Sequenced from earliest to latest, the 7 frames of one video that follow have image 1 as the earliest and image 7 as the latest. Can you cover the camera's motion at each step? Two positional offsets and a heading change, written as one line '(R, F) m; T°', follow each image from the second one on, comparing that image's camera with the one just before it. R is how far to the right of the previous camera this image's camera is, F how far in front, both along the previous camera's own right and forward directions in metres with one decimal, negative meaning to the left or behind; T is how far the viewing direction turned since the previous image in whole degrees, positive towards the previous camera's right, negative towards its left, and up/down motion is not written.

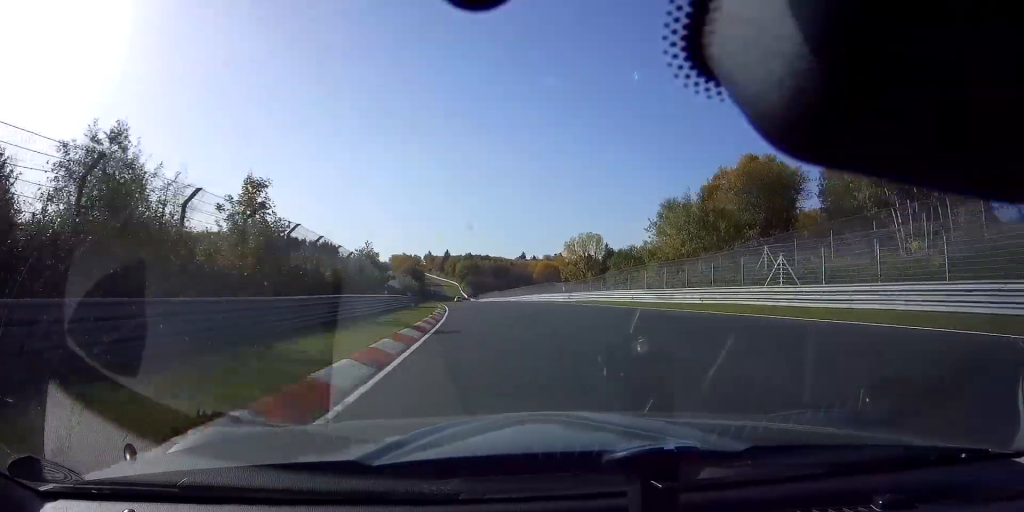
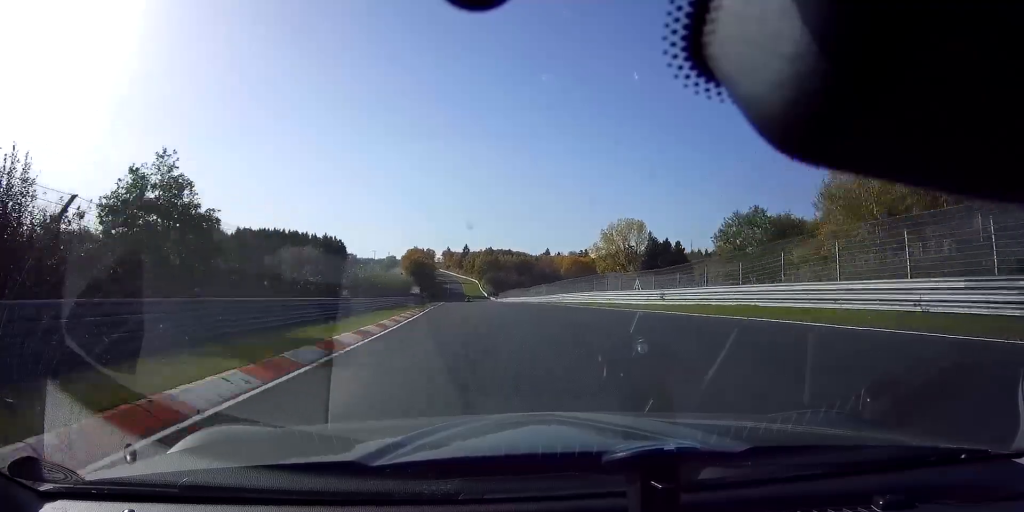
(-0.5, +31.0) m; -2°
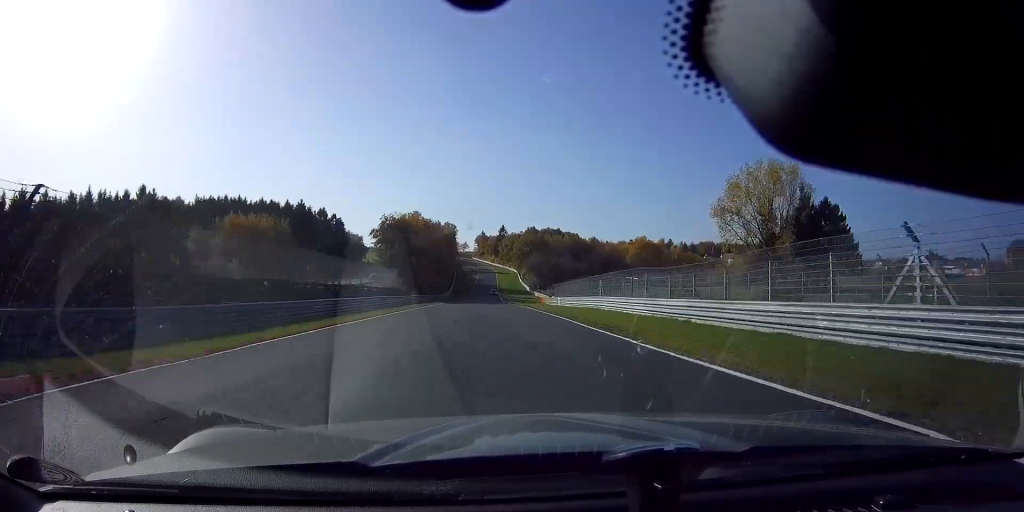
(-2.8, +70.8) m; -3°
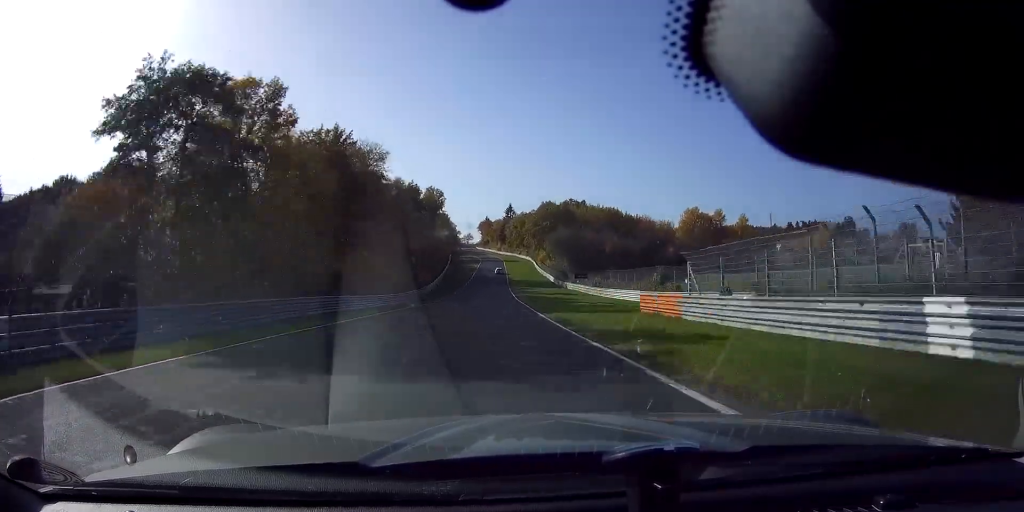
(-0.7, +54.9) m; -1°
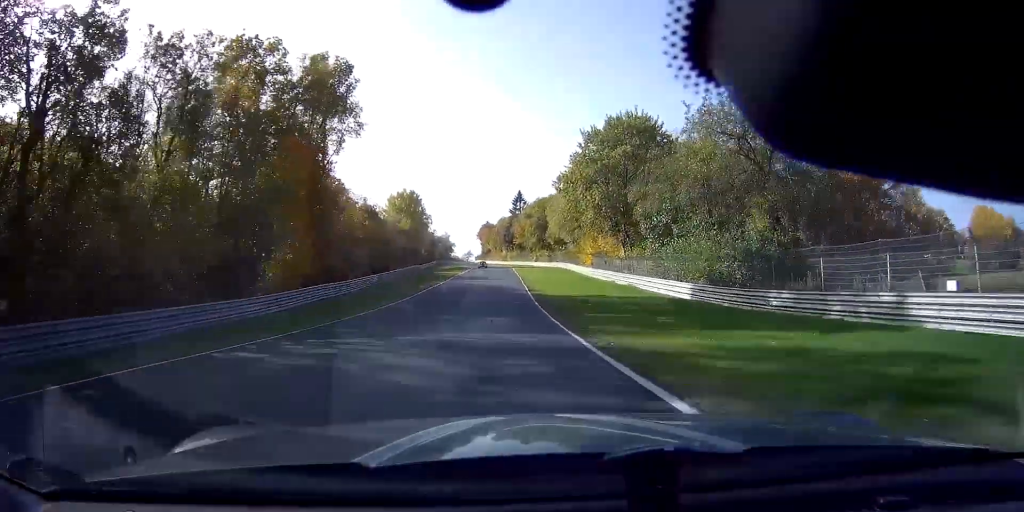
(-1.2, +77.5) m; -1°
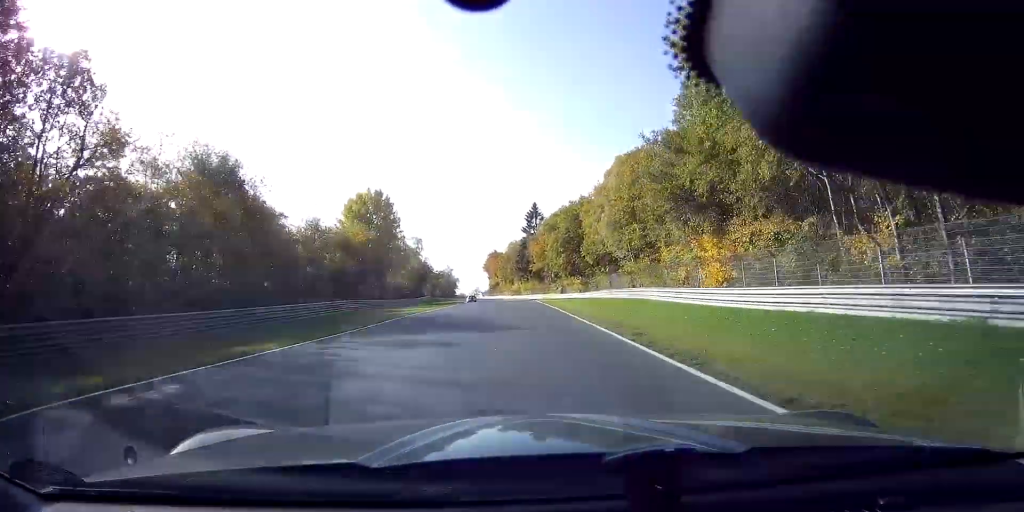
(-0.2, +39.7) m; -1°
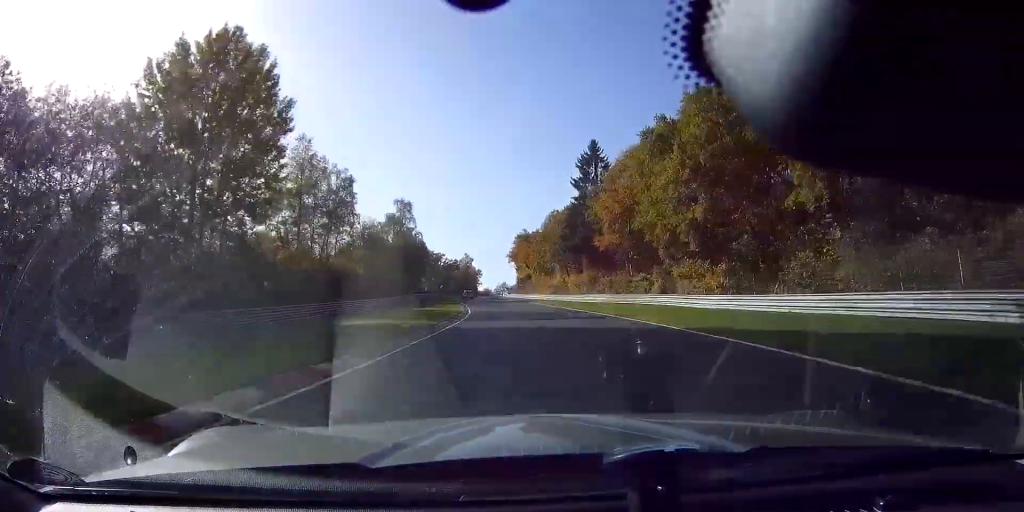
(-1.0, +51.7) m; -3°
